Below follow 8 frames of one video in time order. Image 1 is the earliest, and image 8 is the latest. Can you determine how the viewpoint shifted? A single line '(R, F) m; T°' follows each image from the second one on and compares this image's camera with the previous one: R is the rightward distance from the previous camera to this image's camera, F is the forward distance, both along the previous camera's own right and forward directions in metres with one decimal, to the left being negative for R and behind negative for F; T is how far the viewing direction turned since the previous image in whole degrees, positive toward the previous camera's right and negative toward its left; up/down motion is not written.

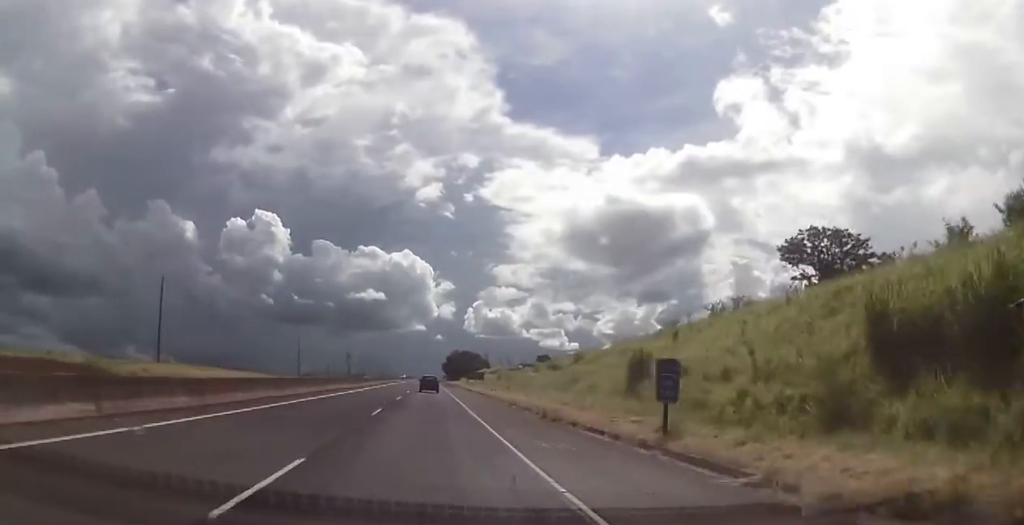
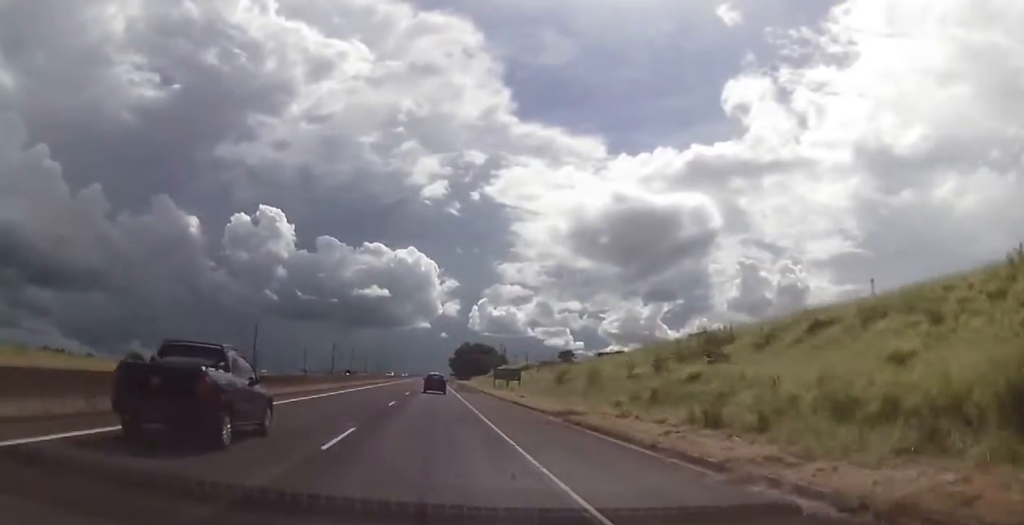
(-0.2, +43.1) m; 0°
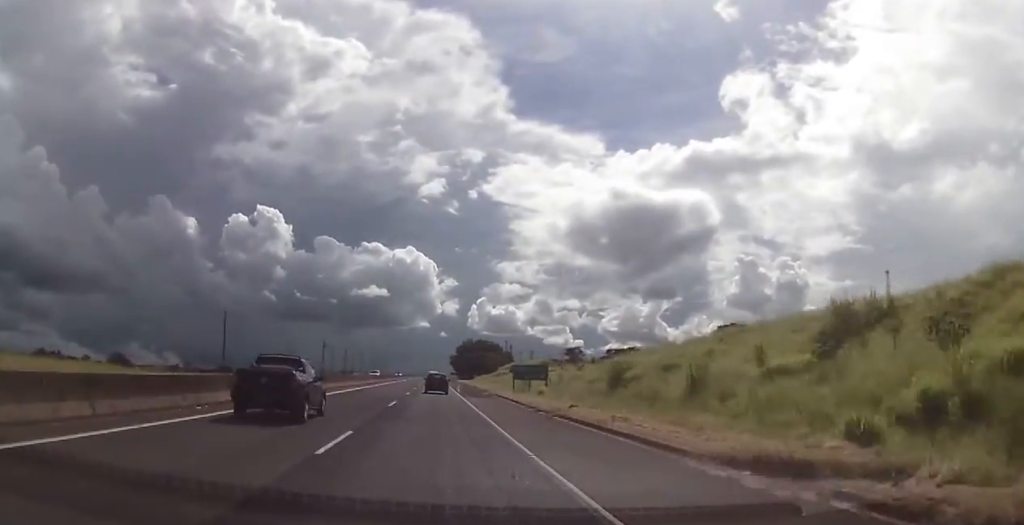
(+0.2, +17.4) m; 0°
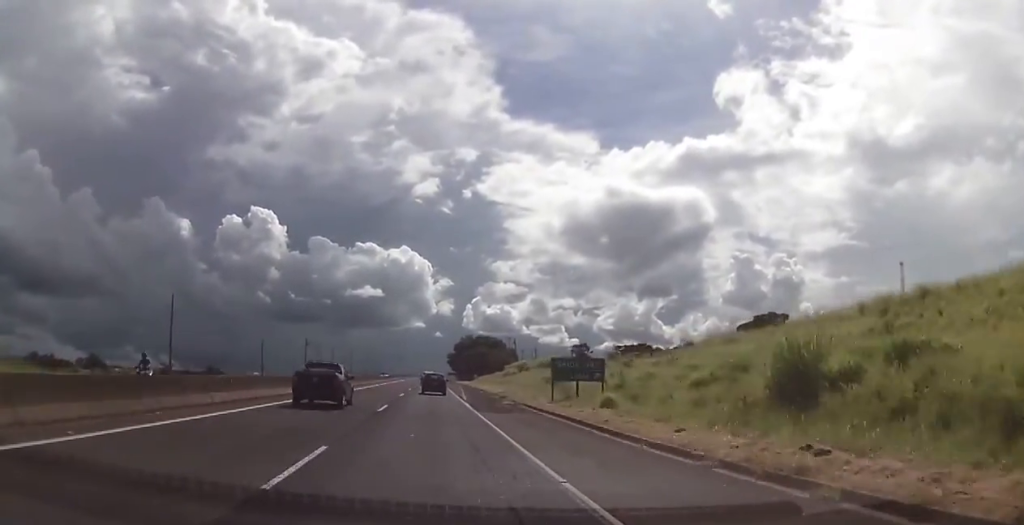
(-0.5, +19.8) m; 0°
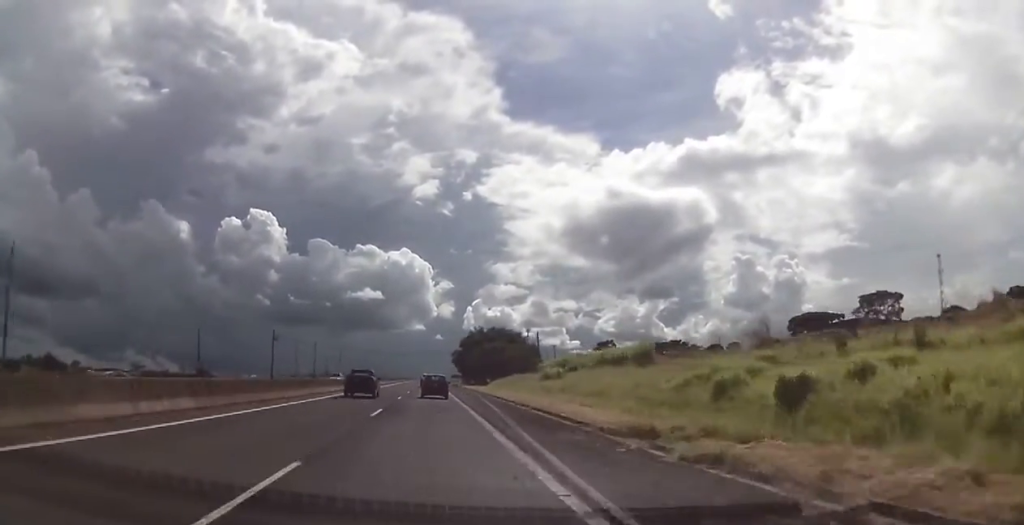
(+0.6, +35.3) m; +1°
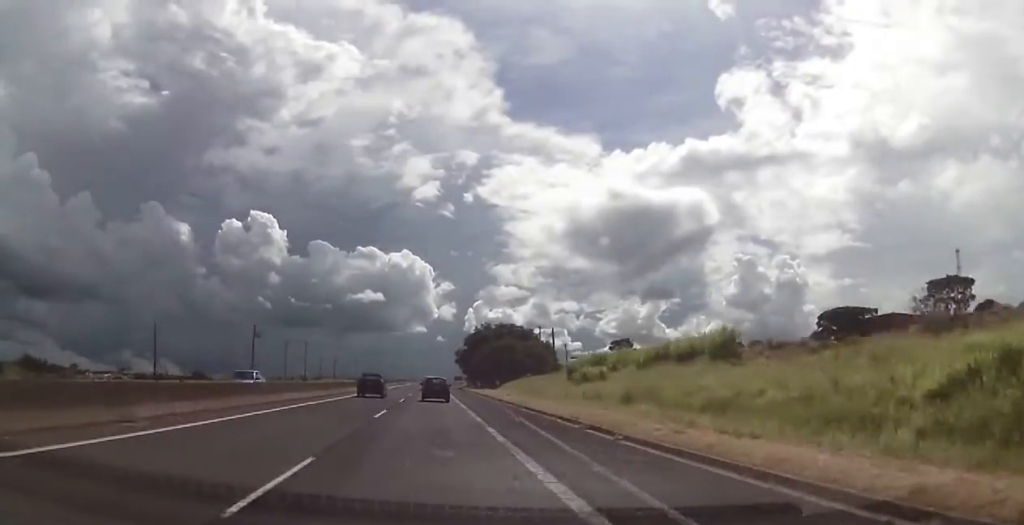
(0.0, +15.6) m; 0°
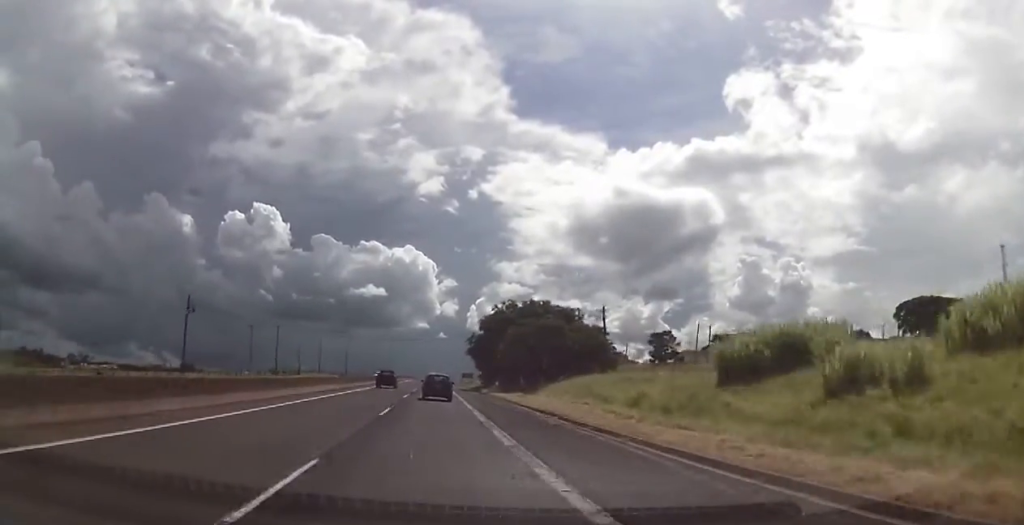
(-0.3, +33.4) m; -1°
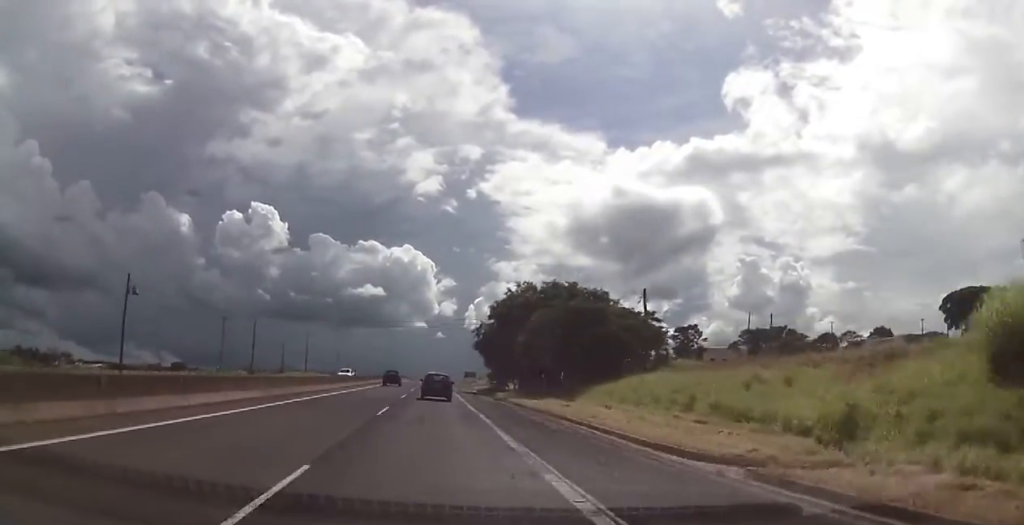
(0.0, +17.2) m; 0°
